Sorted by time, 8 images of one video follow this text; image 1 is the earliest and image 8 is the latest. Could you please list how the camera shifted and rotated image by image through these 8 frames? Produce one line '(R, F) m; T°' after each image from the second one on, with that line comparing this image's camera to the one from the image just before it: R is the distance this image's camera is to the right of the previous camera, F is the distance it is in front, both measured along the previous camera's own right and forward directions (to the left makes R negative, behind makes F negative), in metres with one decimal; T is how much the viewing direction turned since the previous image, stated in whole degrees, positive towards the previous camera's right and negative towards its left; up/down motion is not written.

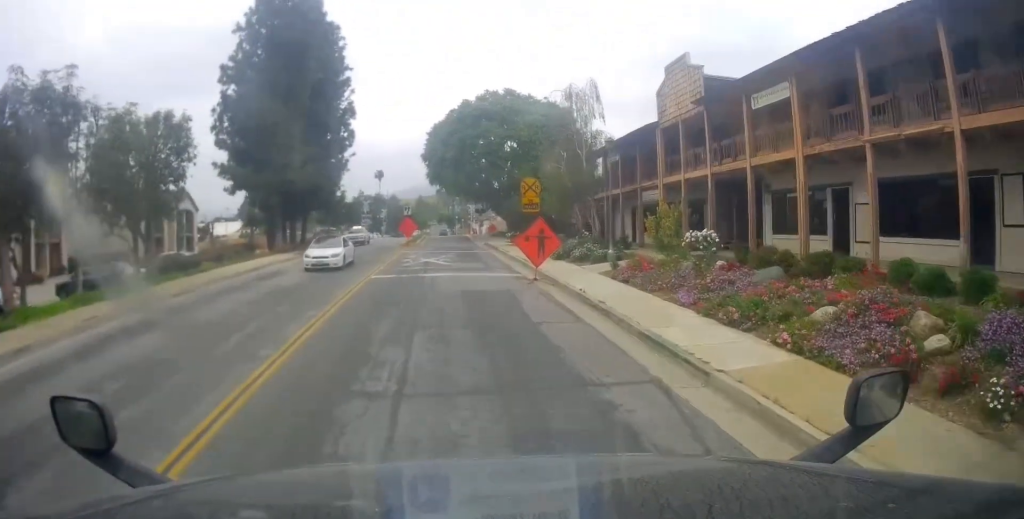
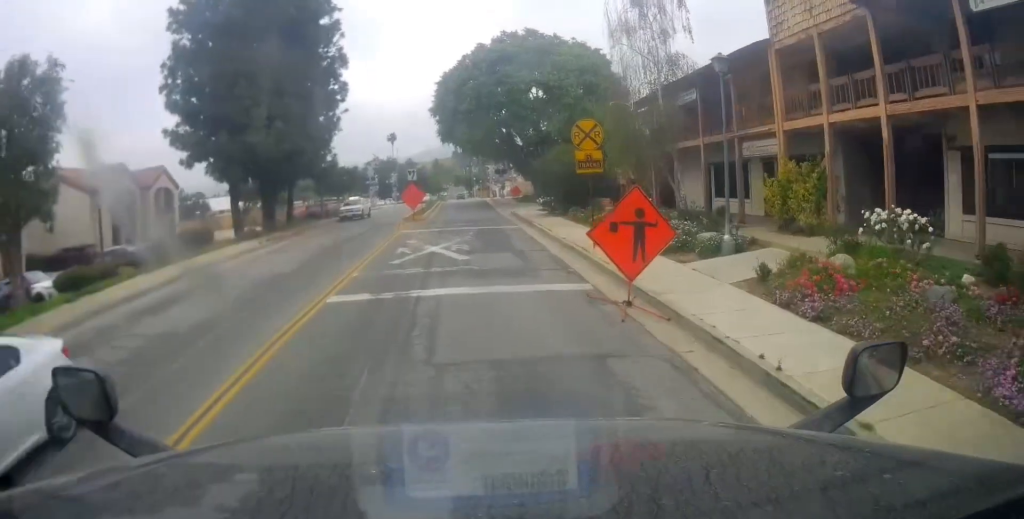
(+0.6, +9.0) m; +3°
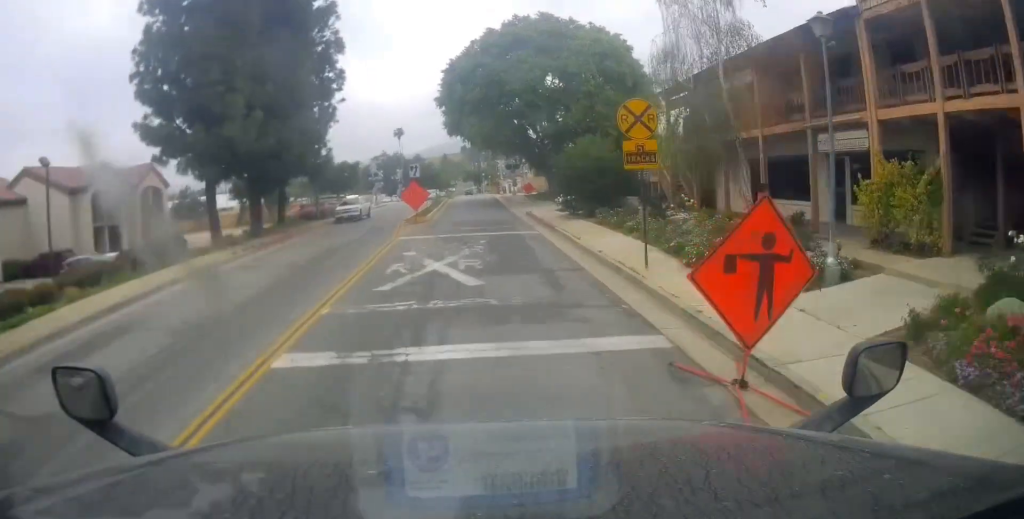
(-0.1, +3.9) m; -3°
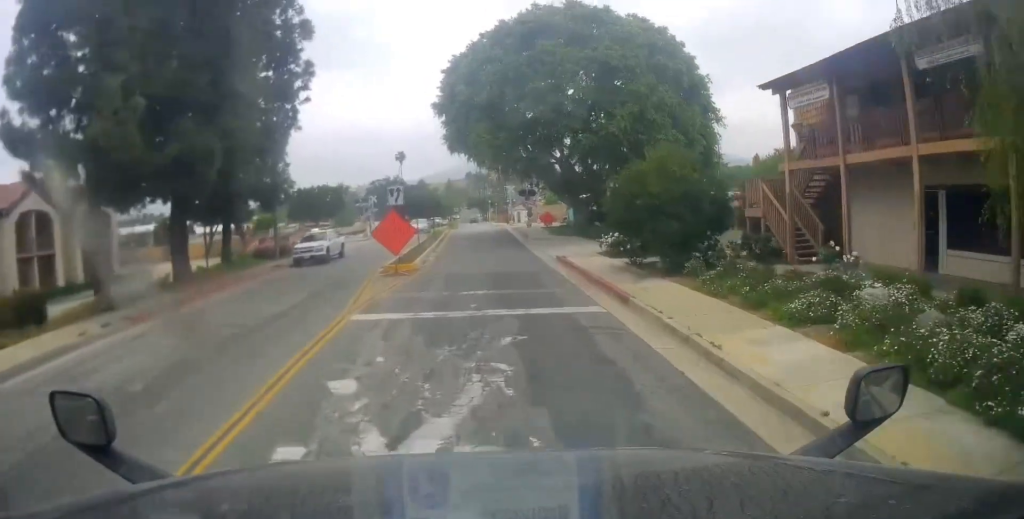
(-0.9, +10.0) m; -5°
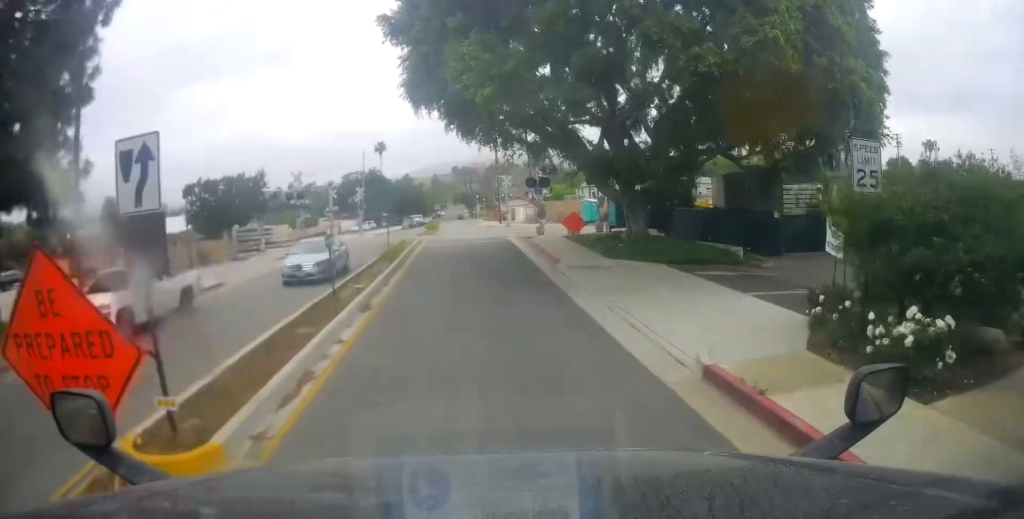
(+0.8, +16.4) m; +4°
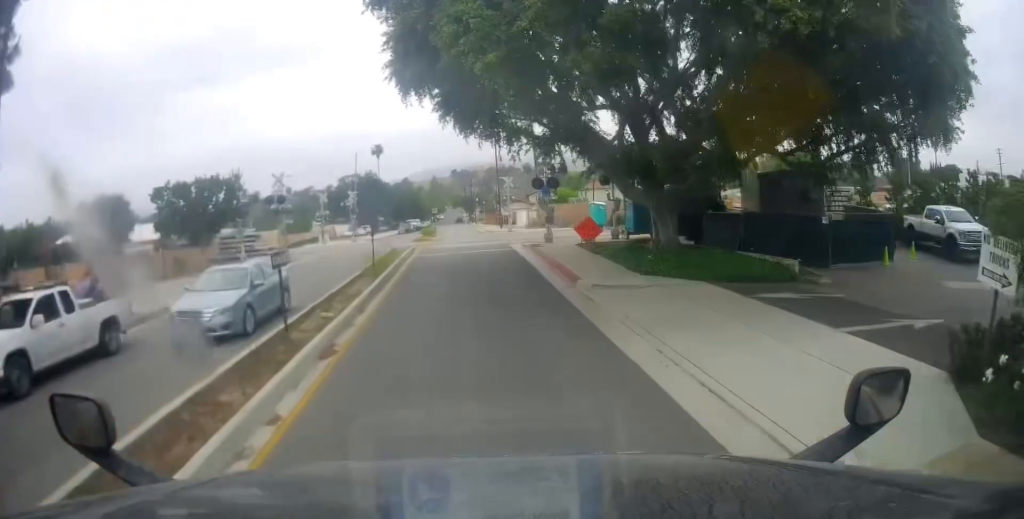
(0.0, +3.7) m; 0°
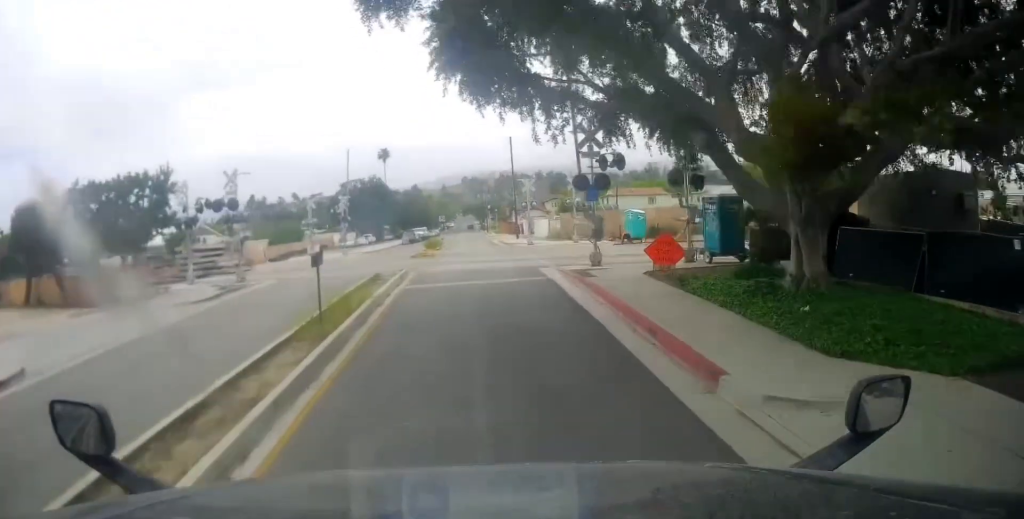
(0.0, +8.7) m; 0°
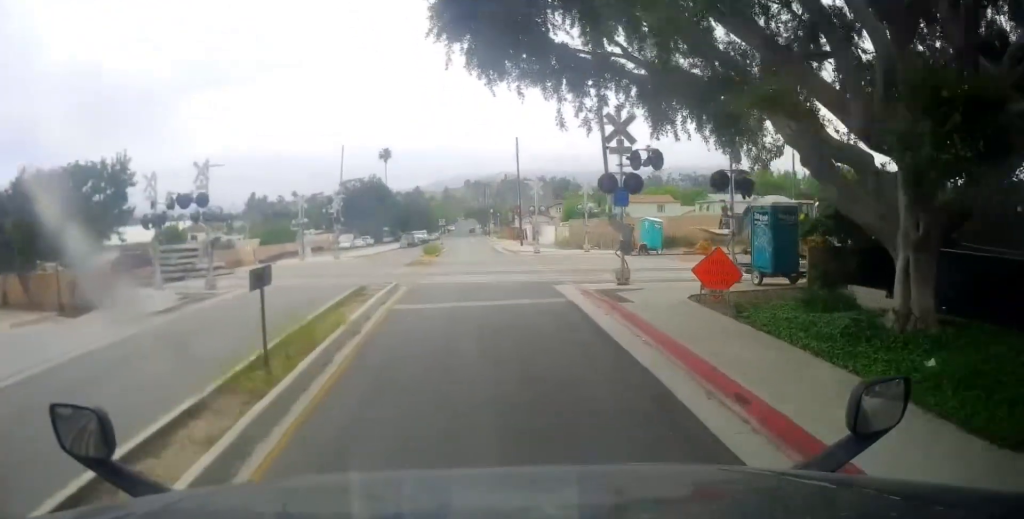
(0.0, +3.5) m; 0°
